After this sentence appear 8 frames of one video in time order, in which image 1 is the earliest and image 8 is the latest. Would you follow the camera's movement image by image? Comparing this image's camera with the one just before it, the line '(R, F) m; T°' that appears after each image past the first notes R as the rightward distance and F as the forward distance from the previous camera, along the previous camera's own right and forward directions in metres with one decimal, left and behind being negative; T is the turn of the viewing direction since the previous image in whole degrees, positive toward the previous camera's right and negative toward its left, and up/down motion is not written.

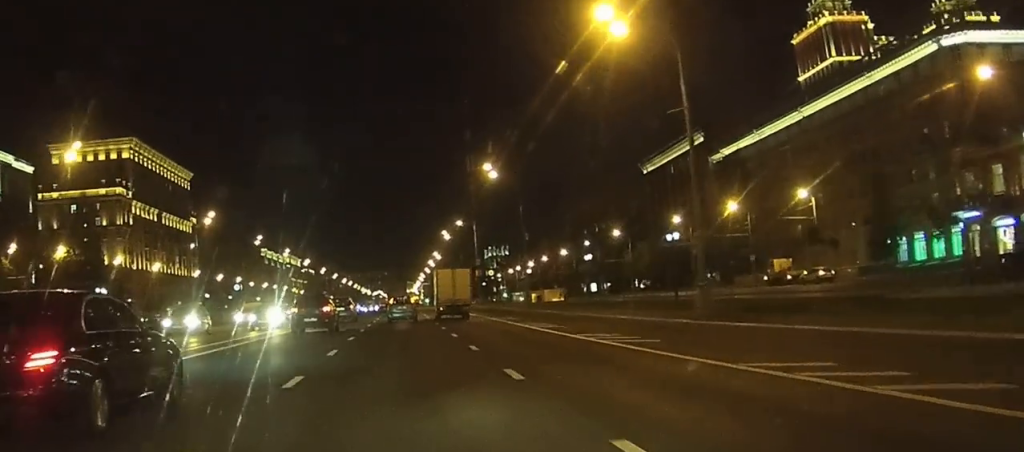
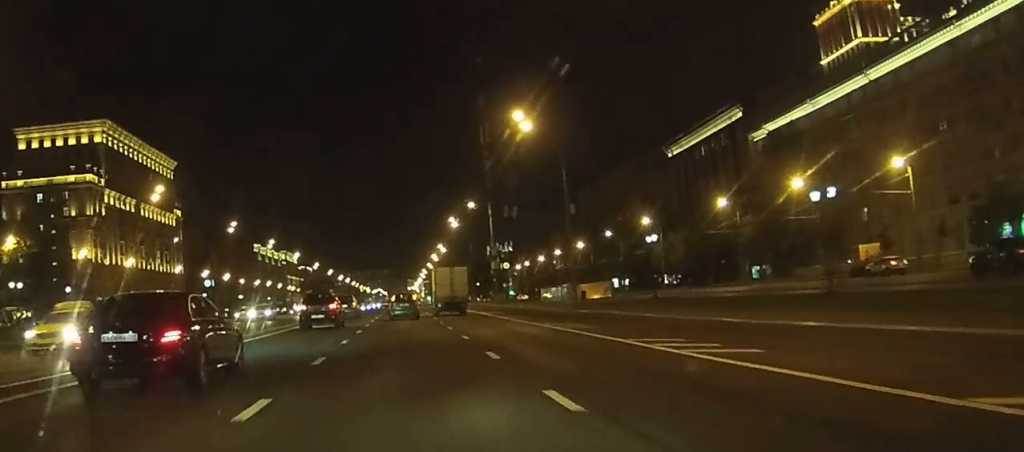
(0.0, +20.0) m; 0°
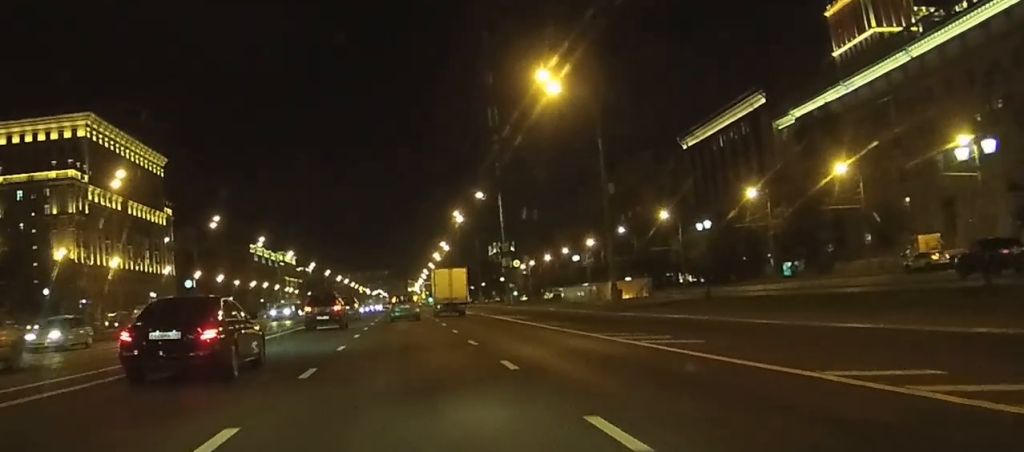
(-0.1, +10.3) m; 0°
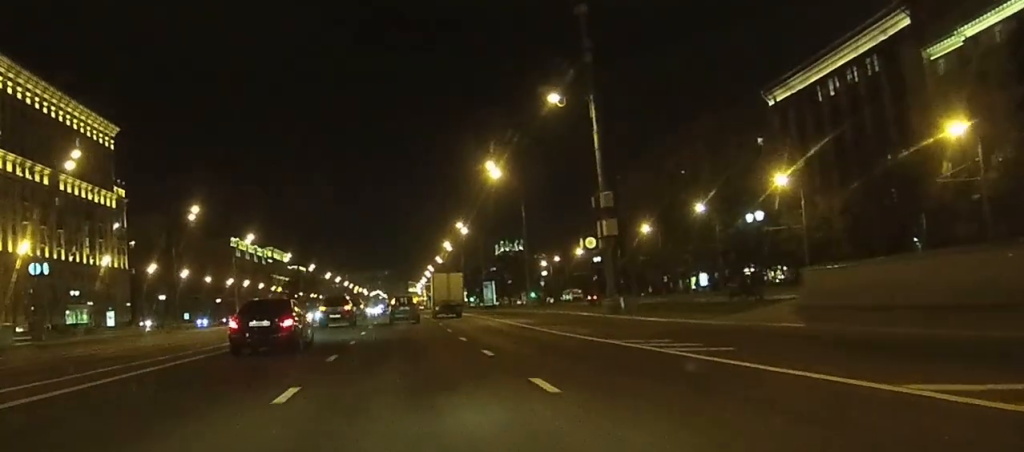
(-0.4, +43.3) m; -1°
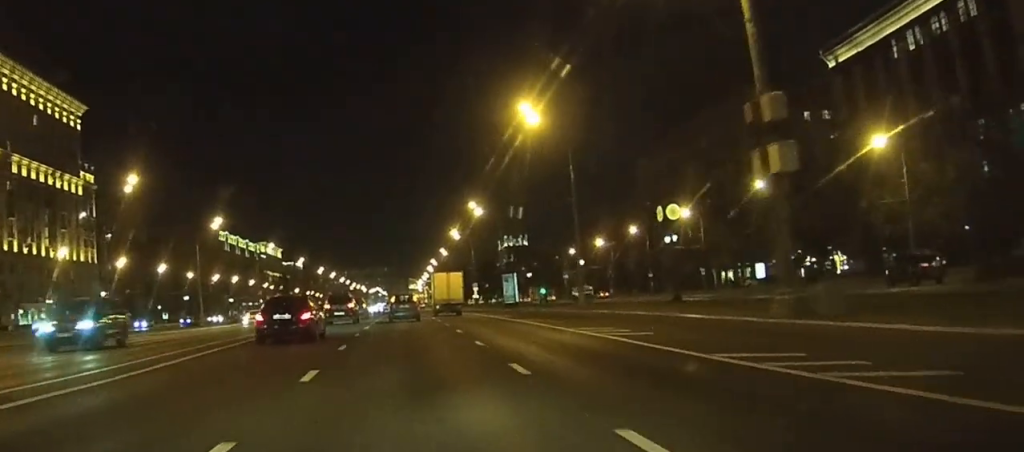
(0.0, +20.9) m; +1°
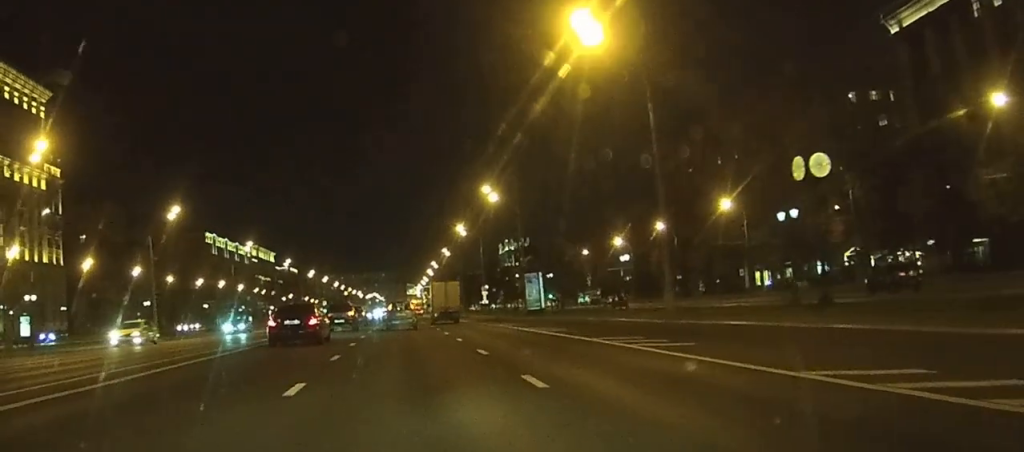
(+0.3, +17.3) m; +1°
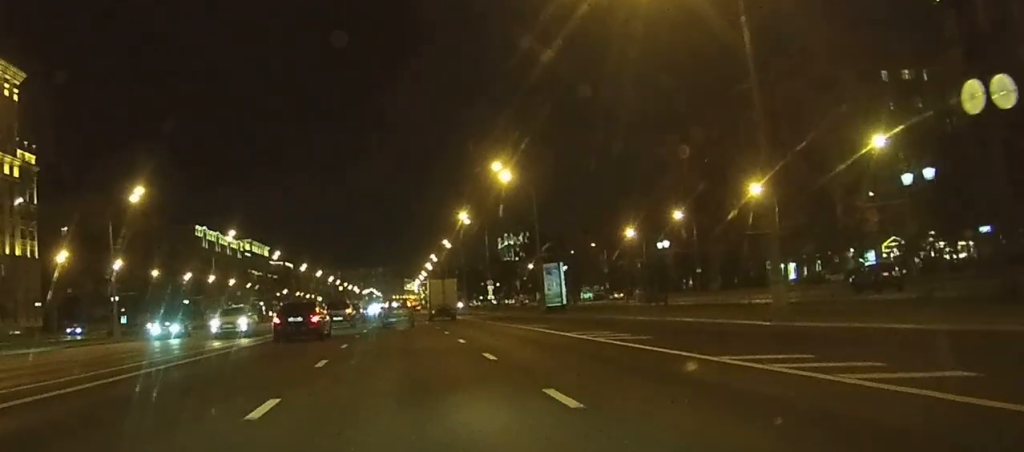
(0.0, +10.5) m; 0°
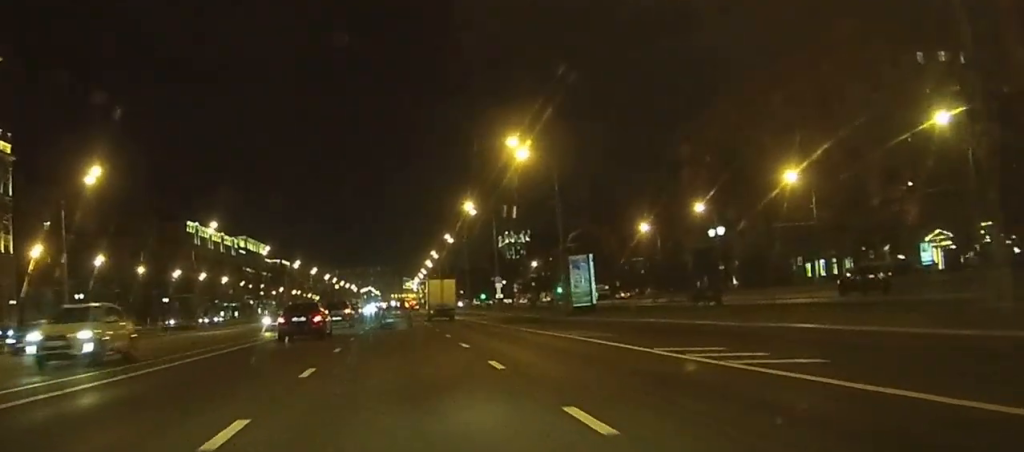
(0.0, +9.9) m; 0°
